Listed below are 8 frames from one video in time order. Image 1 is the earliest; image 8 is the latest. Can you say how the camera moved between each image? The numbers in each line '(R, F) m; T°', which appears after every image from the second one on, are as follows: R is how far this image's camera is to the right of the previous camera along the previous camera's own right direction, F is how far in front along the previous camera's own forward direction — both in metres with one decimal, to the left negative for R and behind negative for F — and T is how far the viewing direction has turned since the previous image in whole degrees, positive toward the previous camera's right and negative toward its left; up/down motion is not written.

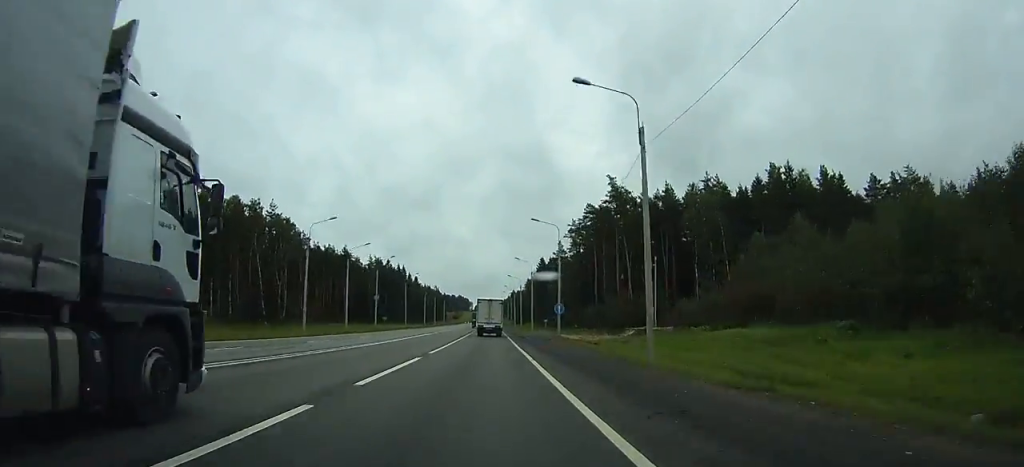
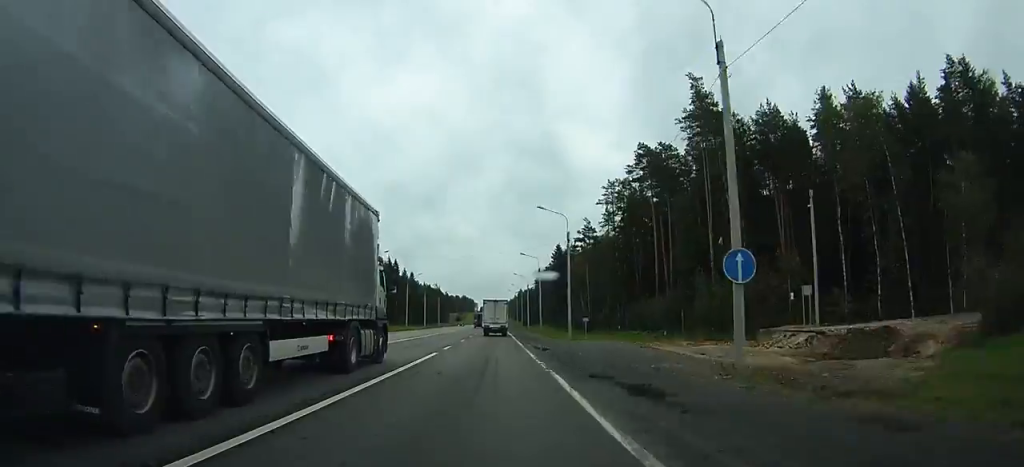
(0.0, +41.0) m; 0°
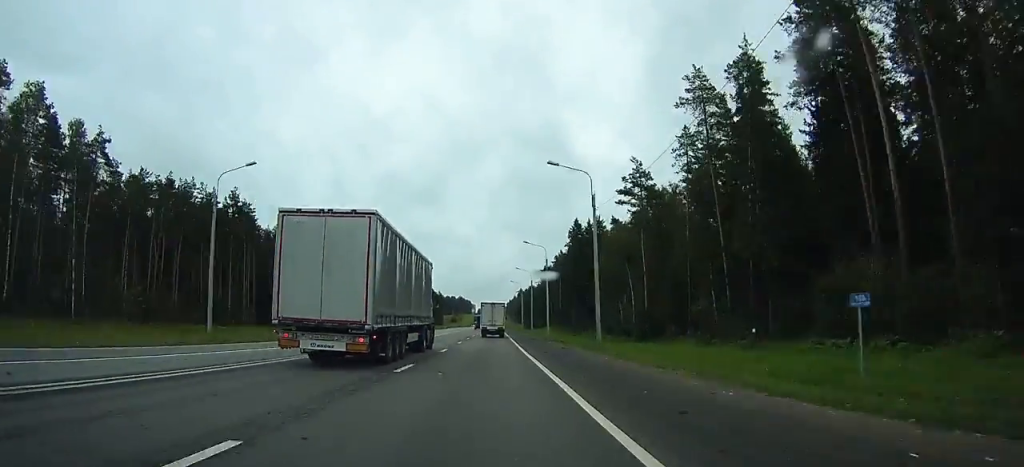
(0.0, +47.3) m; 0°
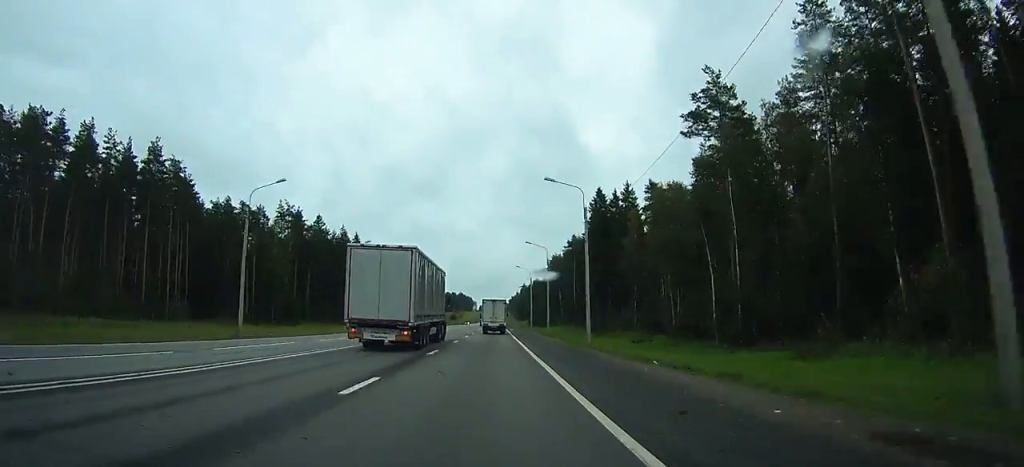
(+0.1, +28.2) m; 0°
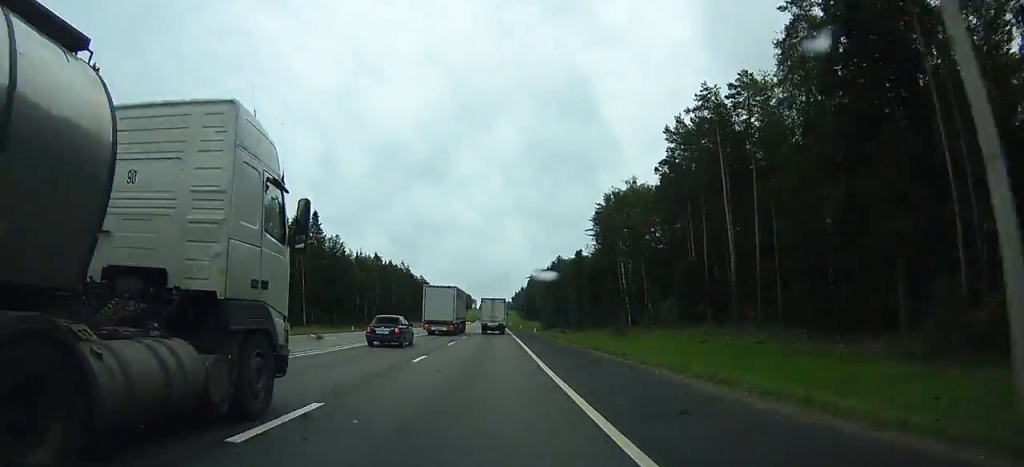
(-0.1, +97.7) m; 0°
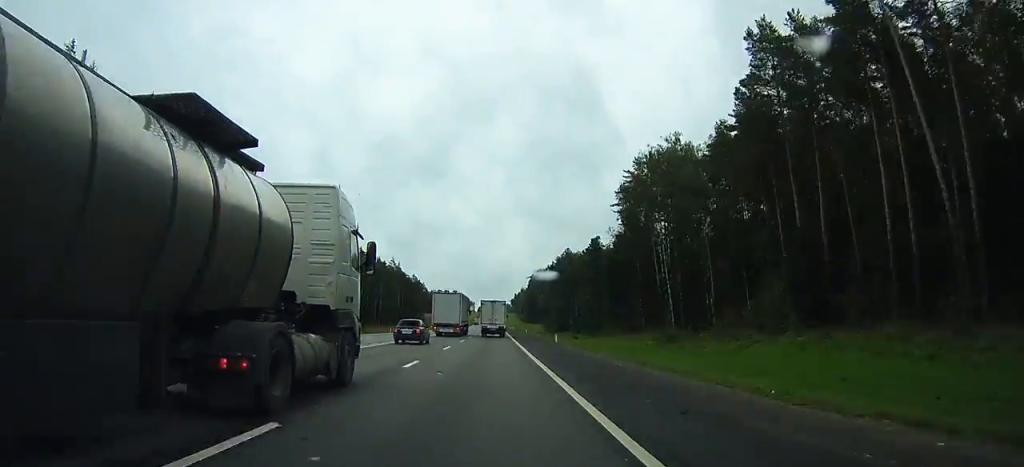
(0.0, +25.2) m; 0°
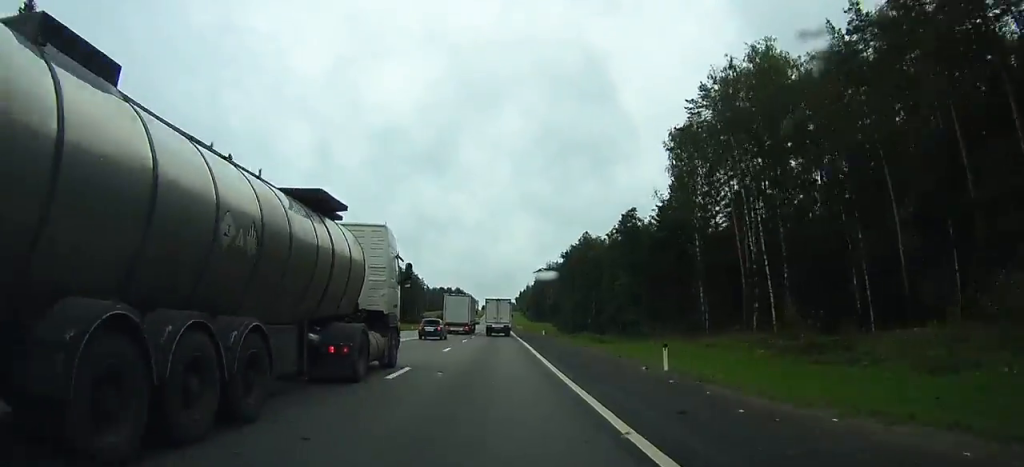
(0.0, +27.1) m; 0°
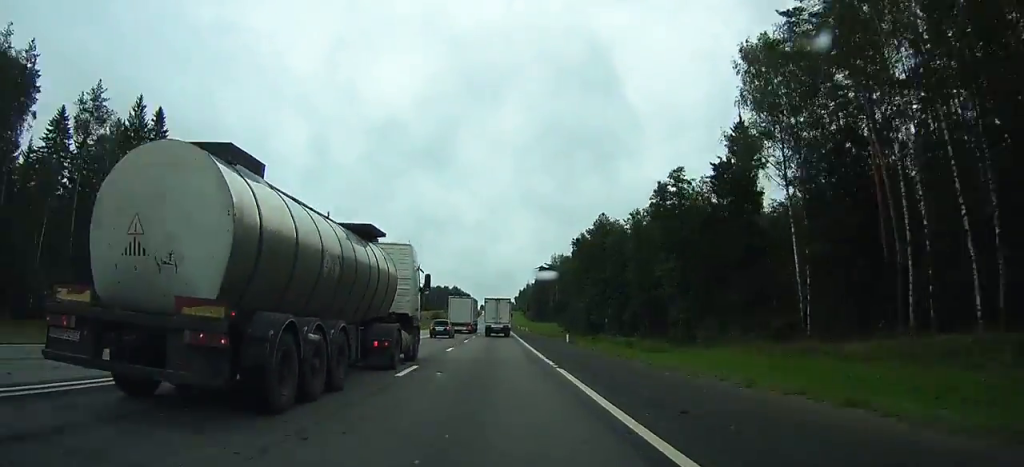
(0.0, +23.3) m; 0°
